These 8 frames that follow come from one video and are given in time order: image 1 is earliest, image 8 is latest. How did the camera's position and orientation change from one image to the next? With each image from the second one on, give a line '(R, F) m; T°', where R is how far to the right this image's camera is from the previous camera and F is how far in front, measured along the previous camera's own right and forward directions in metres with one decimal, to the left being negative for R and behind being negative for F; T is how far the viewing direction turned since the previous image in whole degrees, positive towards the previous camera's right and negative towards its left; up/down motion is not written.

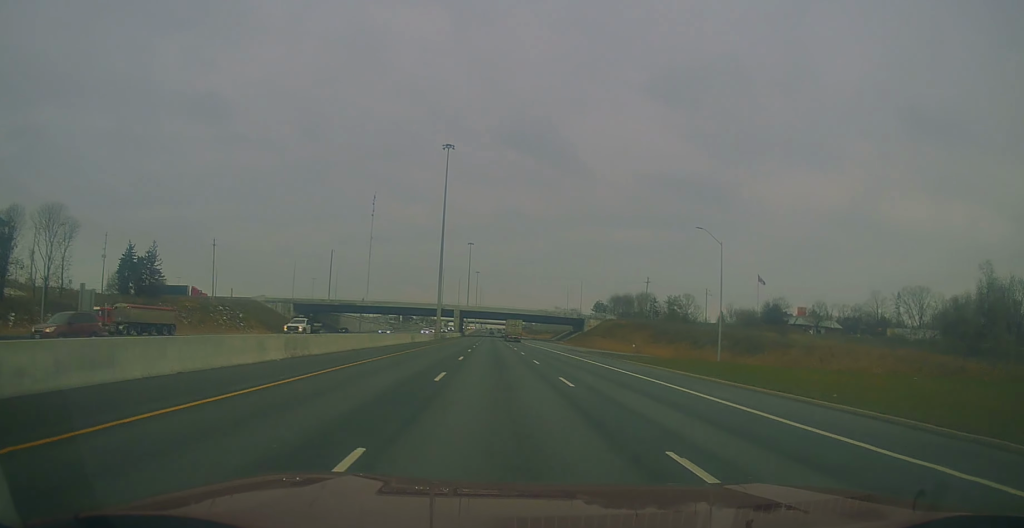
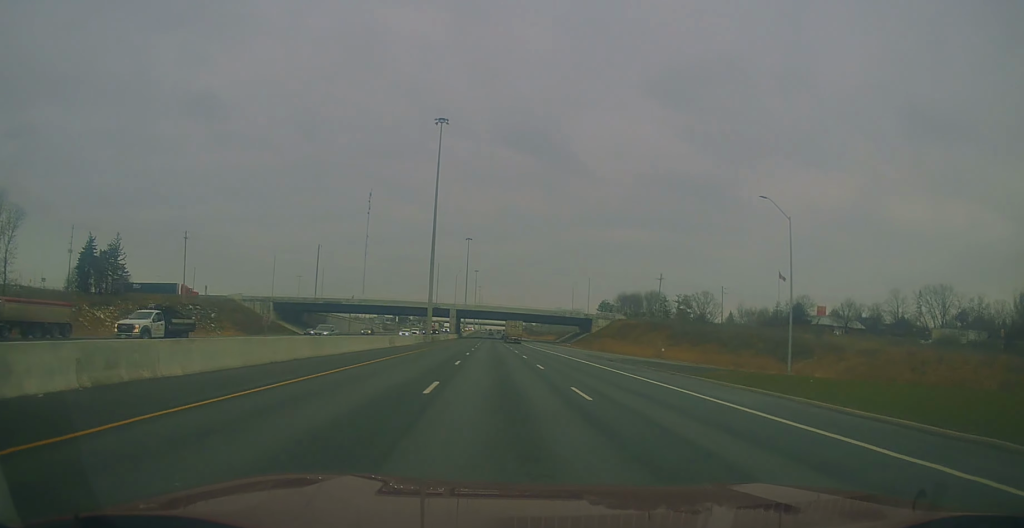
(+0.4, +14.9) m; 0°
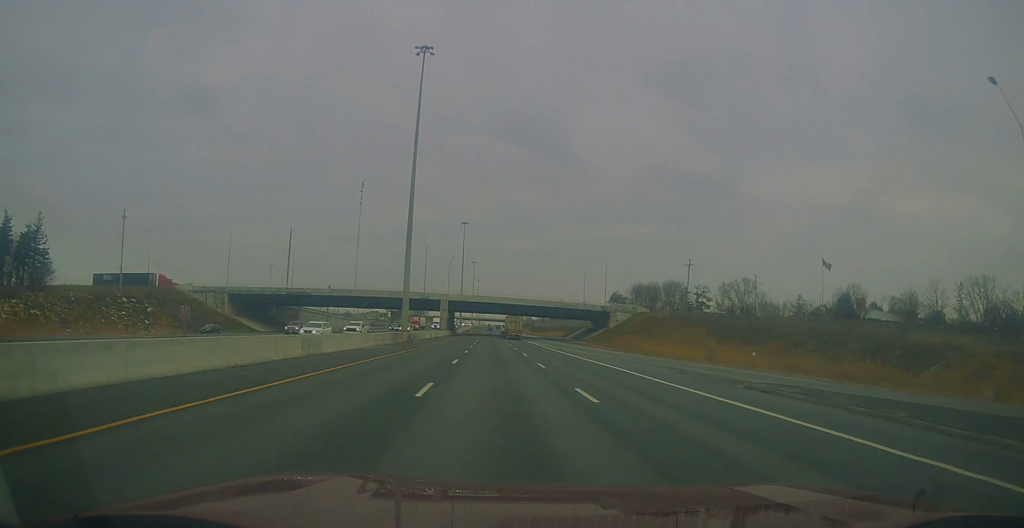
(+0.4, +25.6) m; +1°
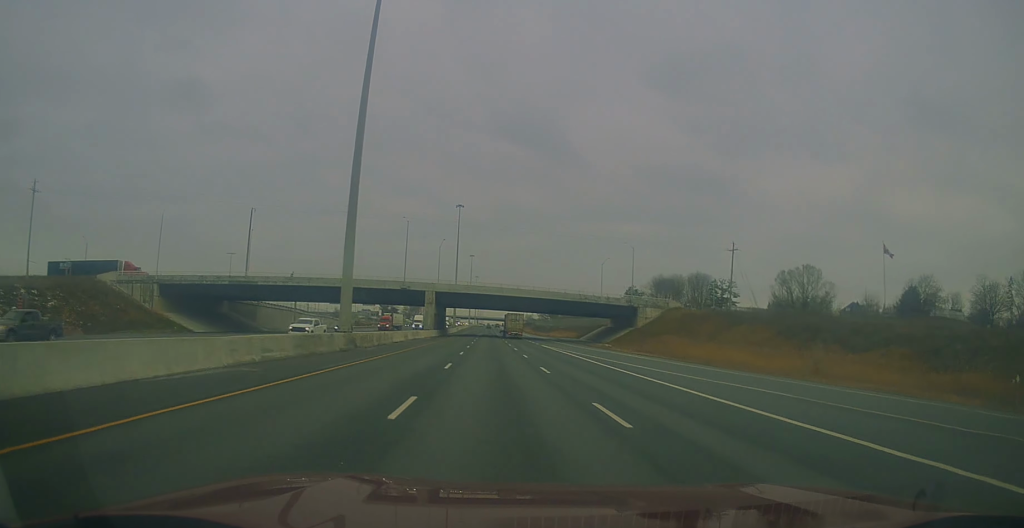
(-0.4, +27.6) m; 0°
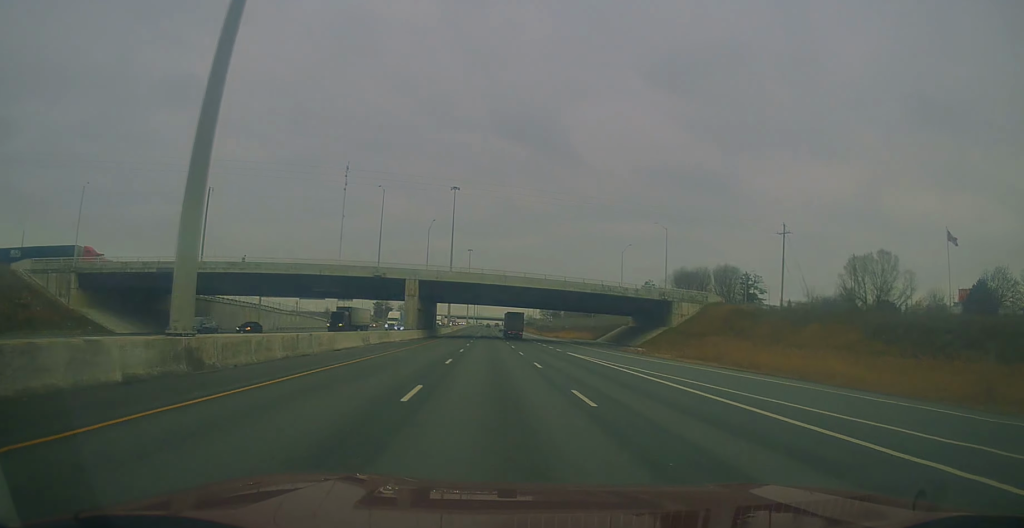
(+0.4, +22.2) m; 0°
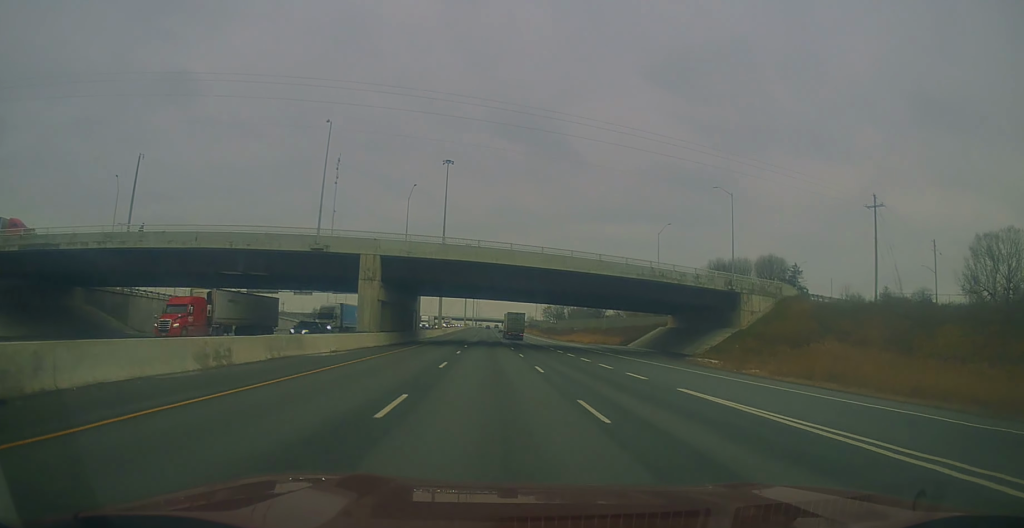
(-0.2, +26.3) m; -1°
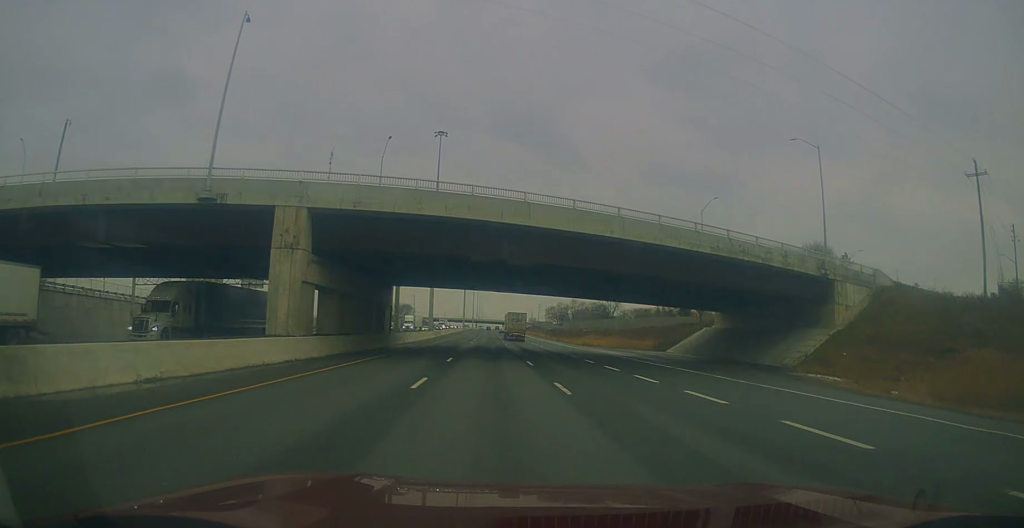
(-0.1, +19.9) m; 0°
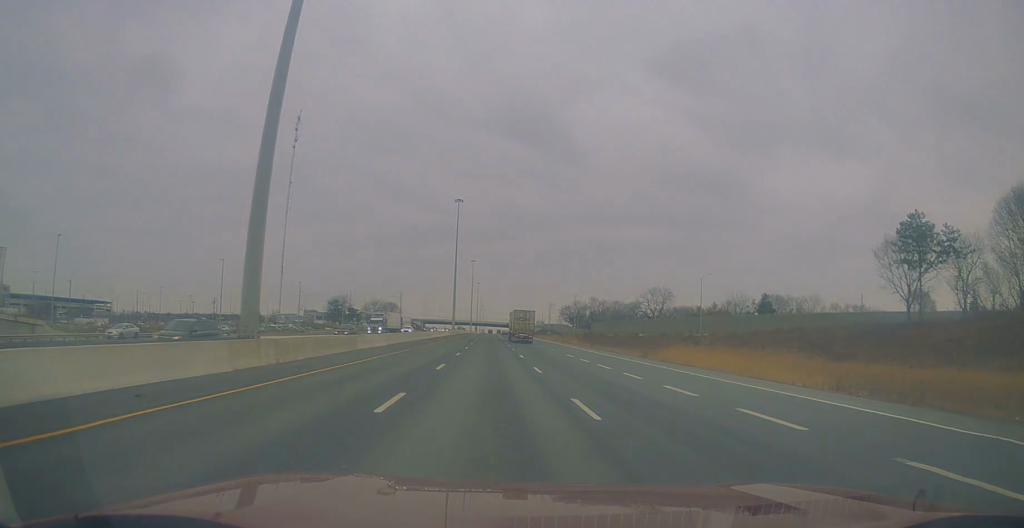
(-0.1, +77.7) m; 0°
